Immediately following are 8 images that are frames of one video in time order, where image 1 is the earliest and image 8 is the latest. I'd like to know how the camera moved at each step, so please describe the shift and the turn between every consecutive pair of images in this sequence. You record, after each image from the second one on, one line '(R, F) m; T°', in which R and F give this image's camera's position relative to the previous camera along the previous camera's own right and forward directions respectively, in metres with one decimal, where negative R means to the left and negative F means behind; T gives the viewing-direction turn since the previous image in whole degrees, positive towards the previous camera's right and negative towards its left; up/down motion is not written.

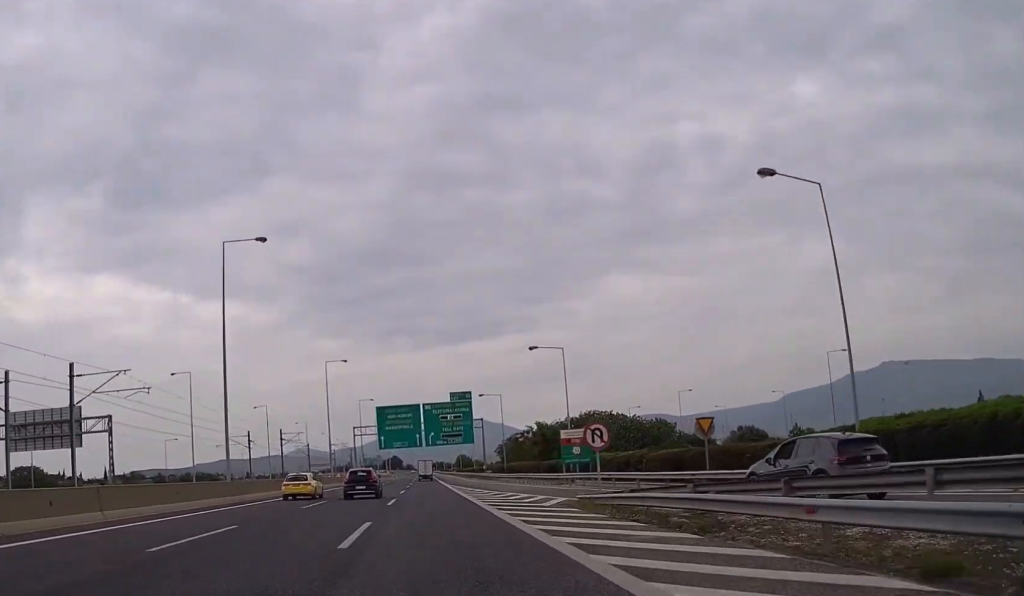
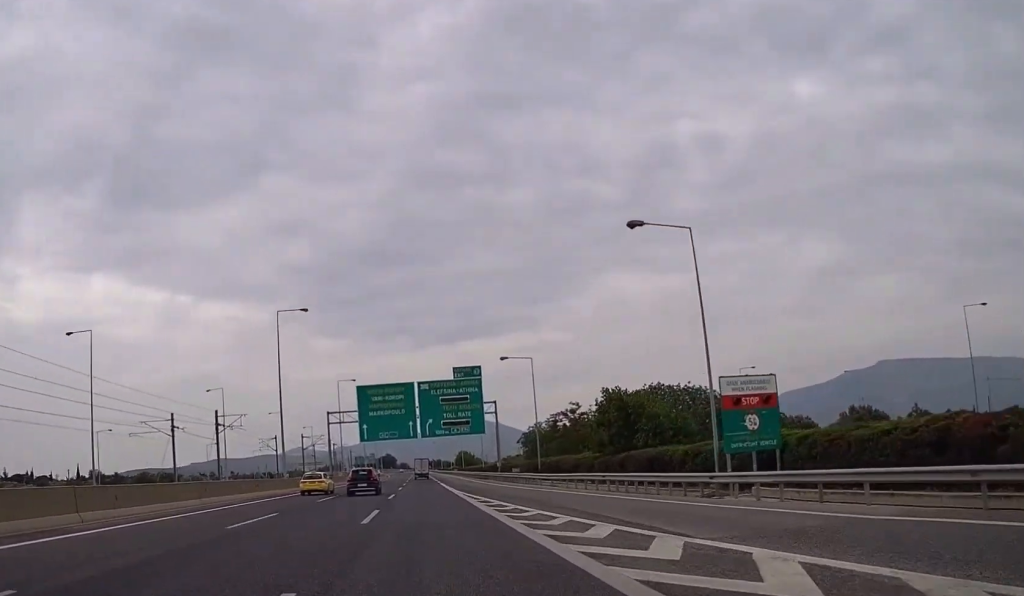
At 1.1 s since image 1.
(-0.1, +29.5) m; 0°
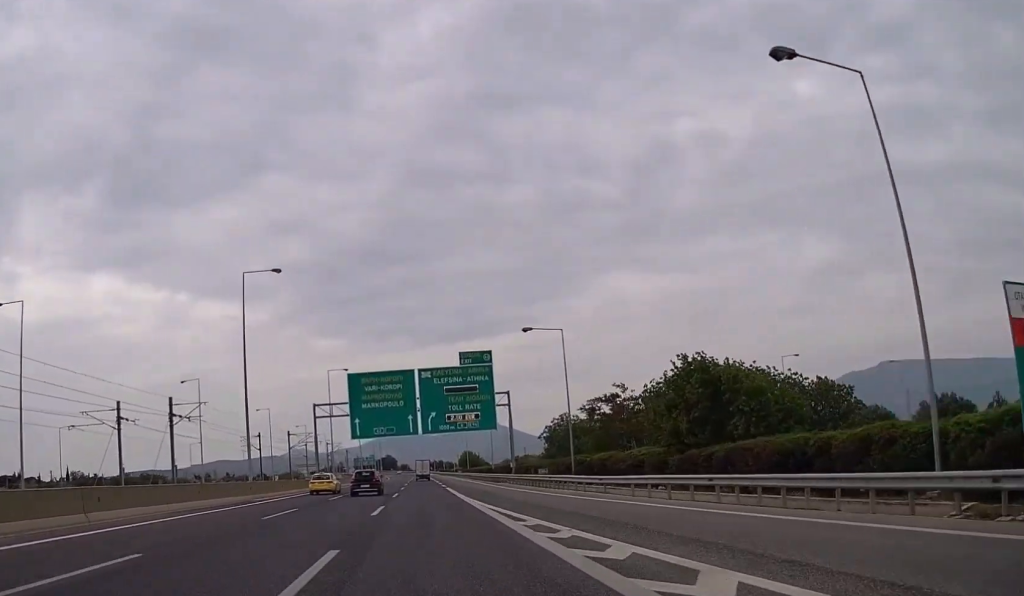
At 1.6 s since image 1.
(-0.1, +13.4) m; 0°
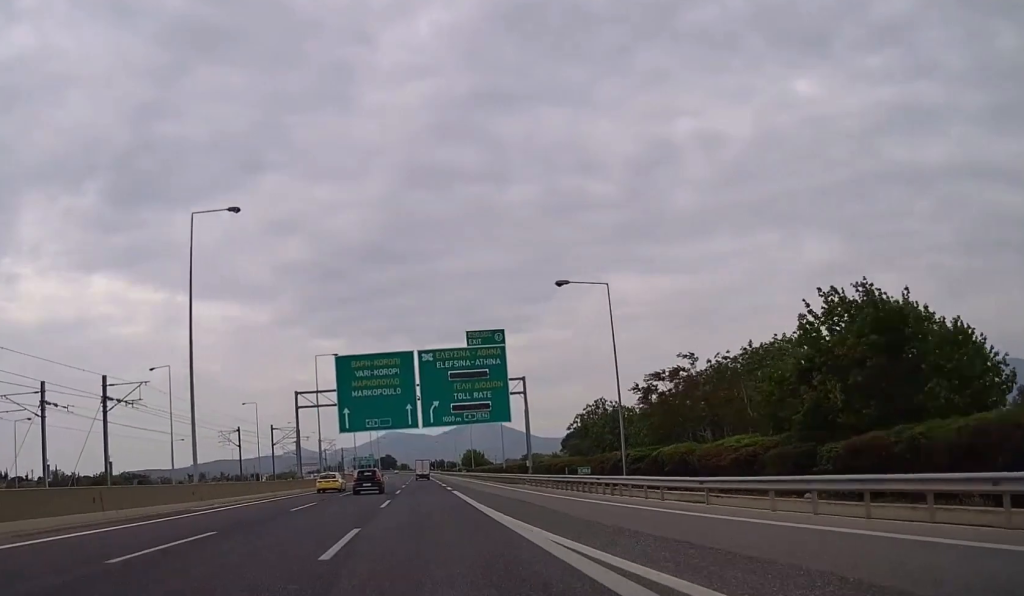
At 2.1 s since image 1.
(+0.1, +12.5) m; 0°
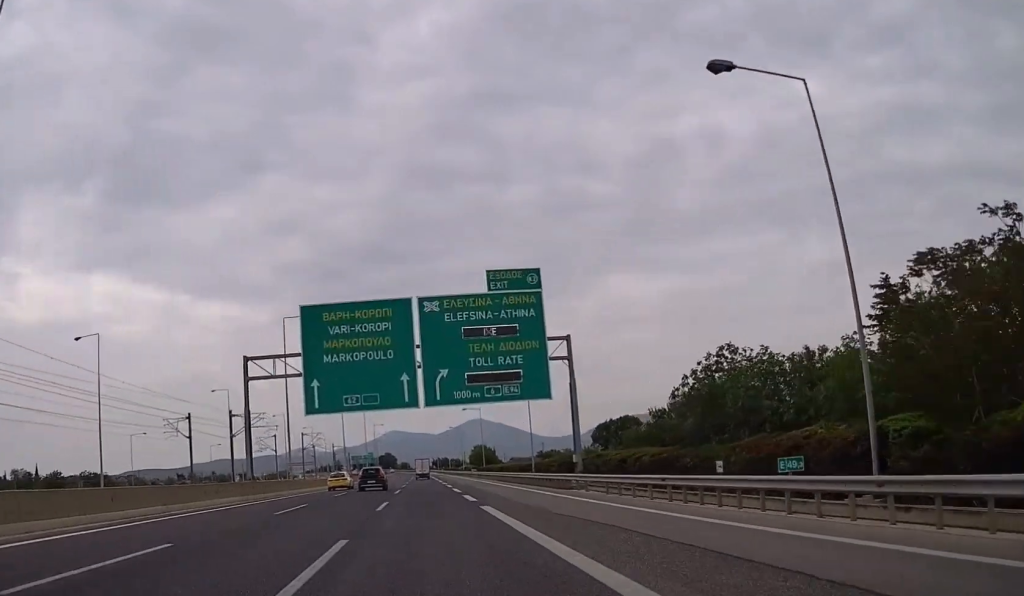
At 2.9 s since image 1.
(+0.2, +21.4) m; 0°
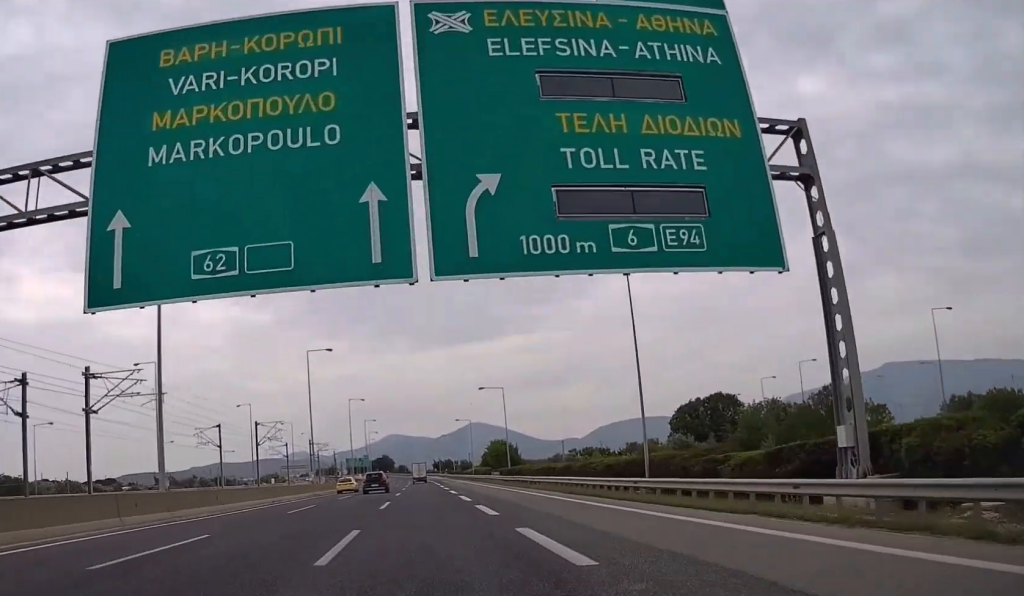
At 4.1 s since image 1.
(-0.2, +33.0) m; 0°
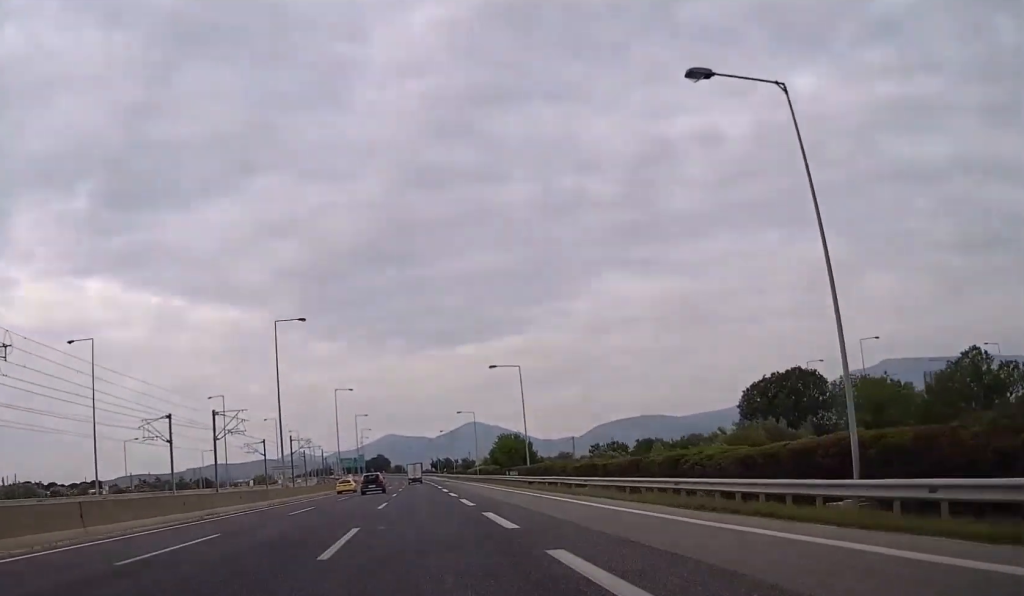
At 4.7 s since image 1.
(0.0, +16.1) m; 0°
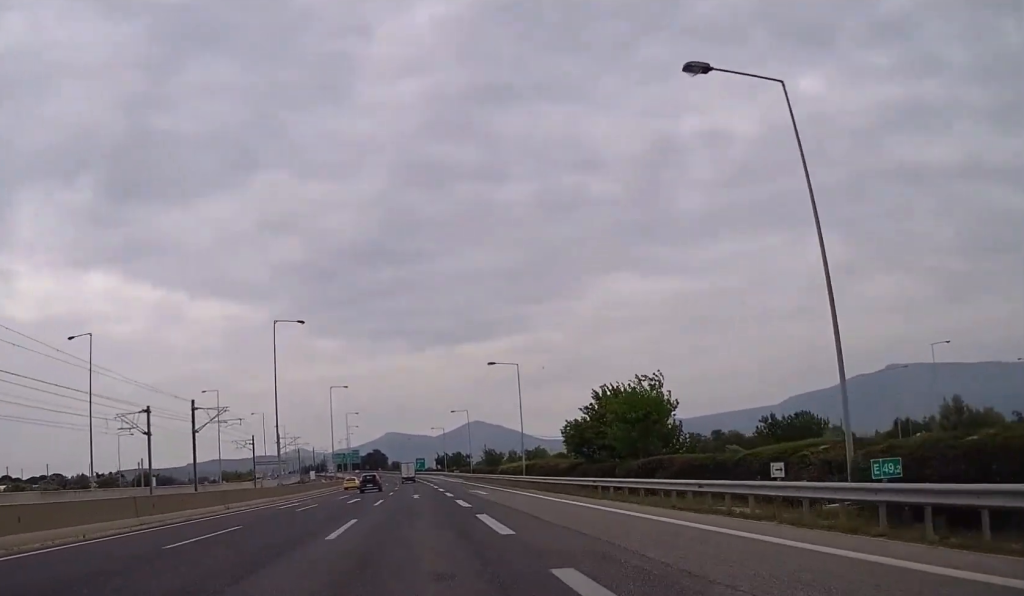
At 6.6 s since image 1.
(+0.1, +50.3) m; 0°
